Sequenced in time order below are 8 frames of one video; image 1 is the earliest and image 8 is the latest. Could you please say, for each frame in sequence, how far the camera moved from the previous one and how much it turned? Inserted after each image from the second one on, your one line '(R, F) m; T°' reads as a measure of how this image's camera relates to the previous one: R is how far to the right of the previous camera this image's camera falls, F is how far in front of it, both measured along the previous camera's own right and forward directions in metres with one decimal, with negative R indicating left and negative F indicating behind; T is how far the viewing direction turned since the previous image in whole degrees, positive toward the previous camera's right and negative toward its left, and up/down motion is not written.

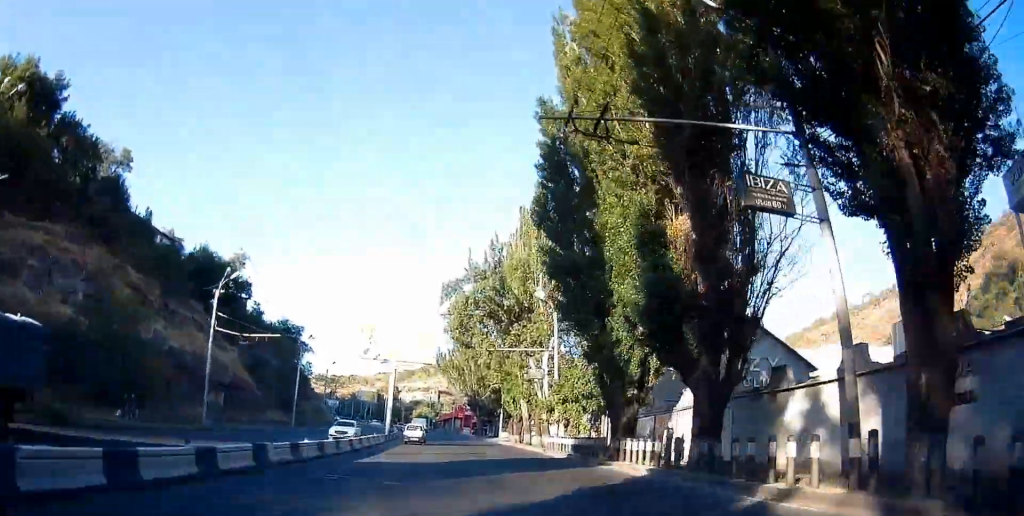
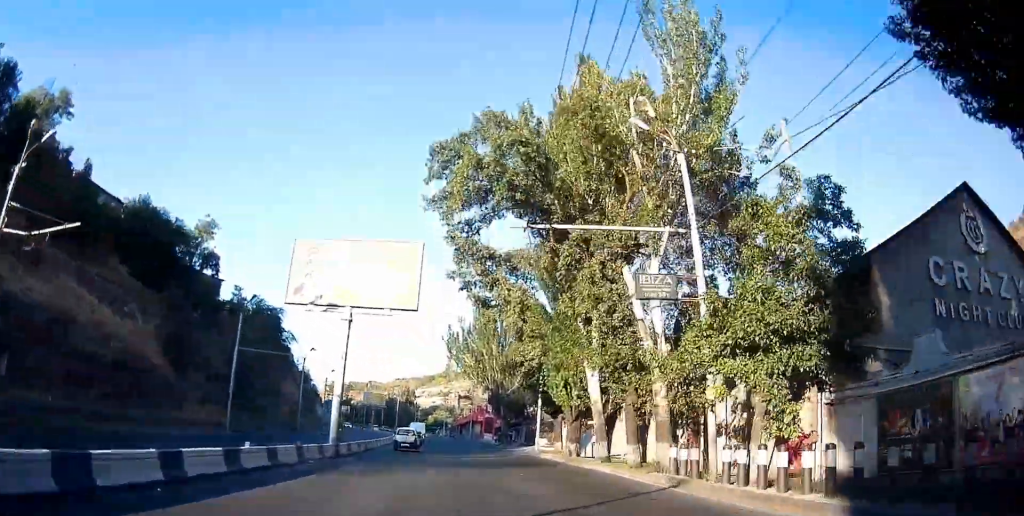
(-0.3, +22.6) m; -1°
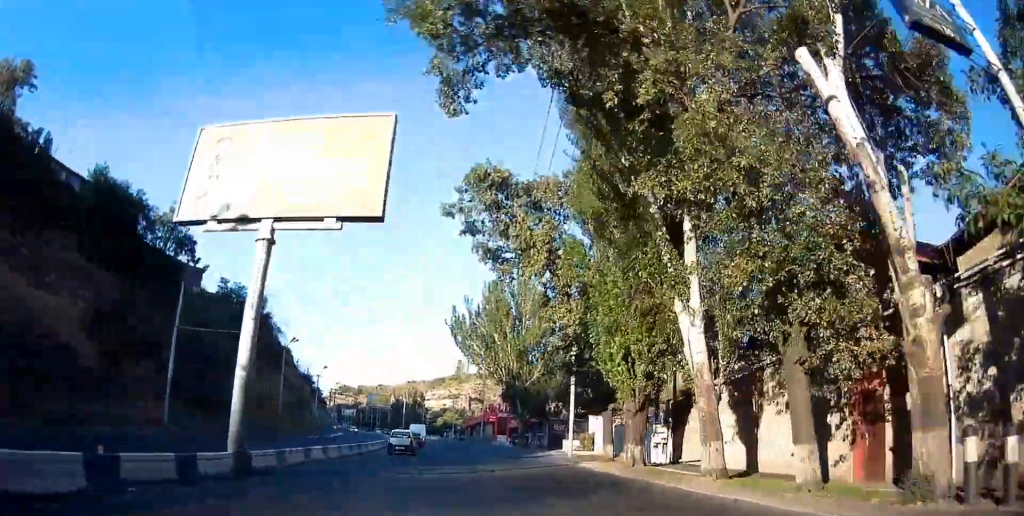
(+0.2, +11.0) m; -1°
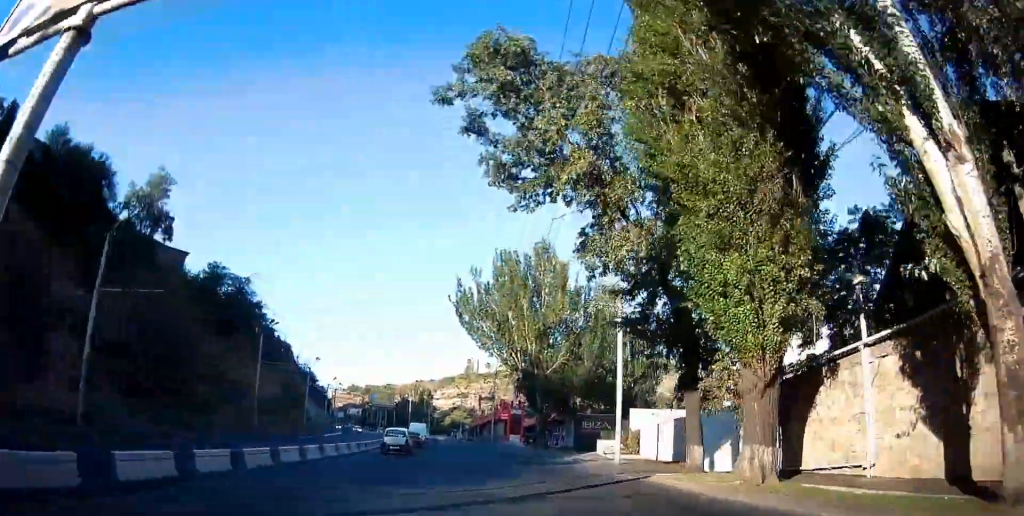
(-0.3, +9.4) m; -2°
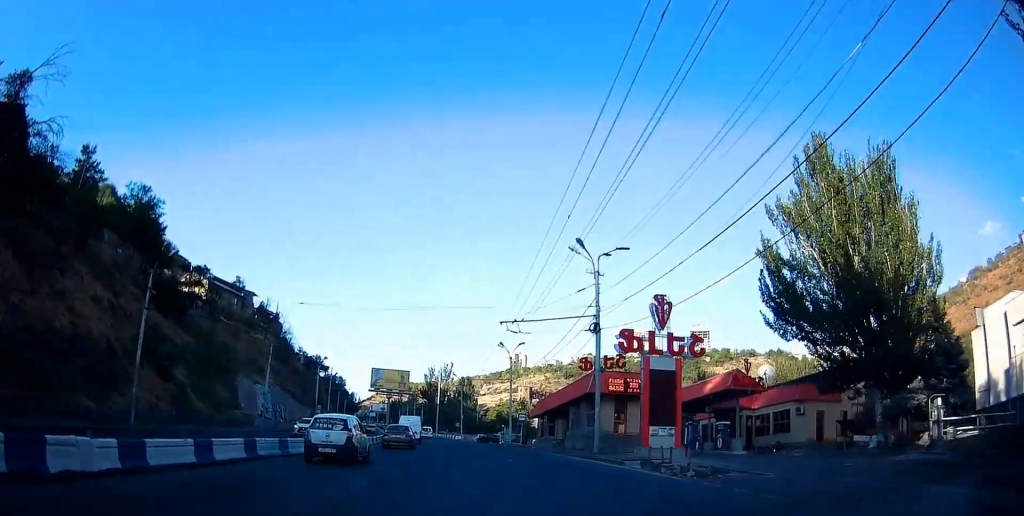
(-2.2, +48.5) m; -4°
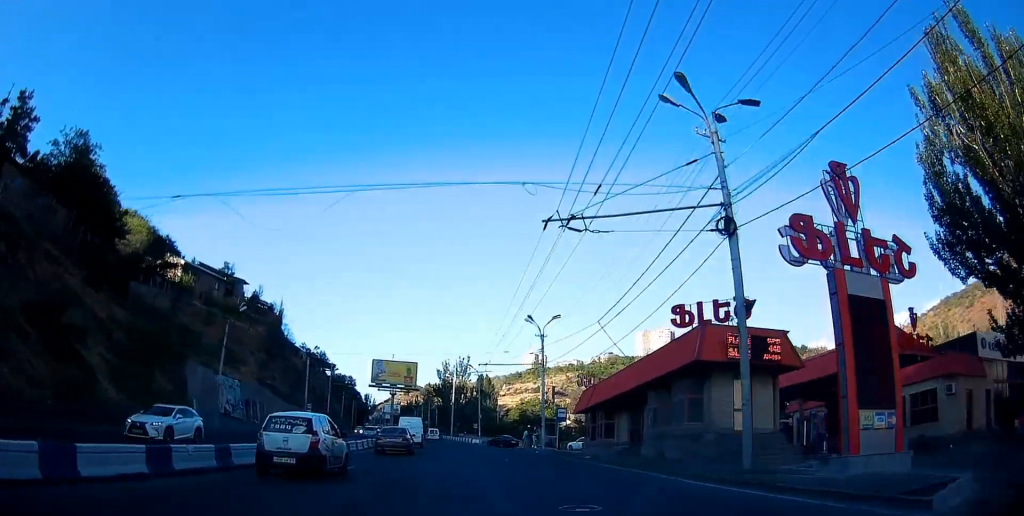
(-0.3, +16.1) m; -2°
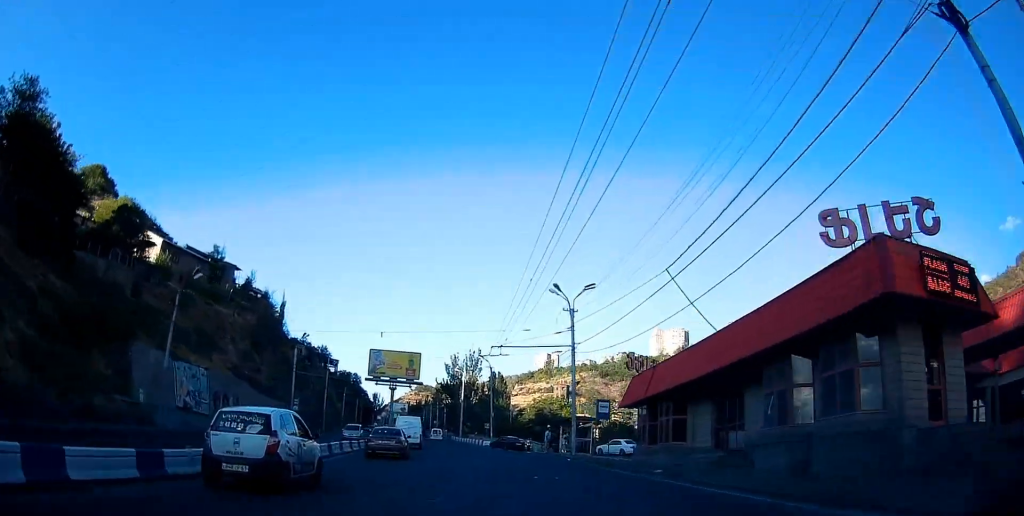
(-0.1, +11.0) m; -2°
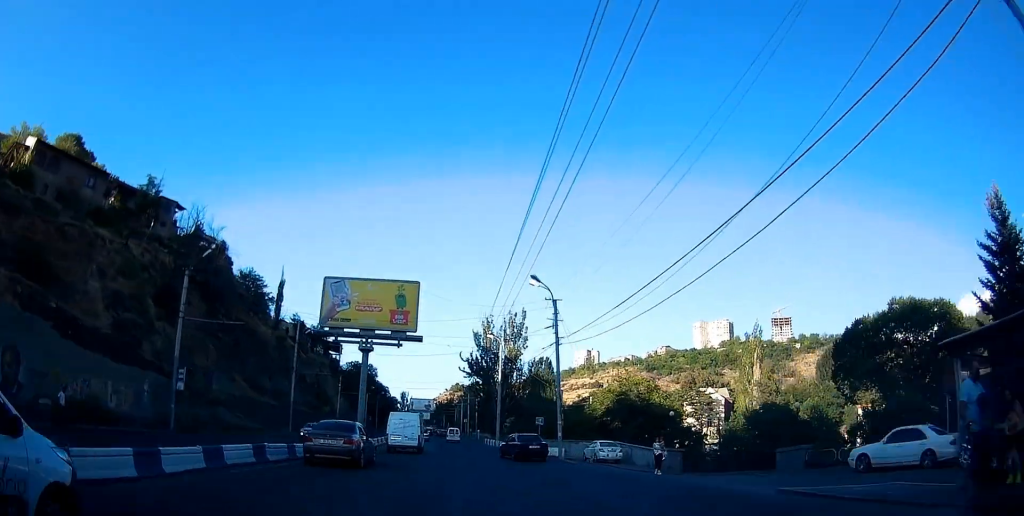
(-2.7, +37.7) m; -6°
